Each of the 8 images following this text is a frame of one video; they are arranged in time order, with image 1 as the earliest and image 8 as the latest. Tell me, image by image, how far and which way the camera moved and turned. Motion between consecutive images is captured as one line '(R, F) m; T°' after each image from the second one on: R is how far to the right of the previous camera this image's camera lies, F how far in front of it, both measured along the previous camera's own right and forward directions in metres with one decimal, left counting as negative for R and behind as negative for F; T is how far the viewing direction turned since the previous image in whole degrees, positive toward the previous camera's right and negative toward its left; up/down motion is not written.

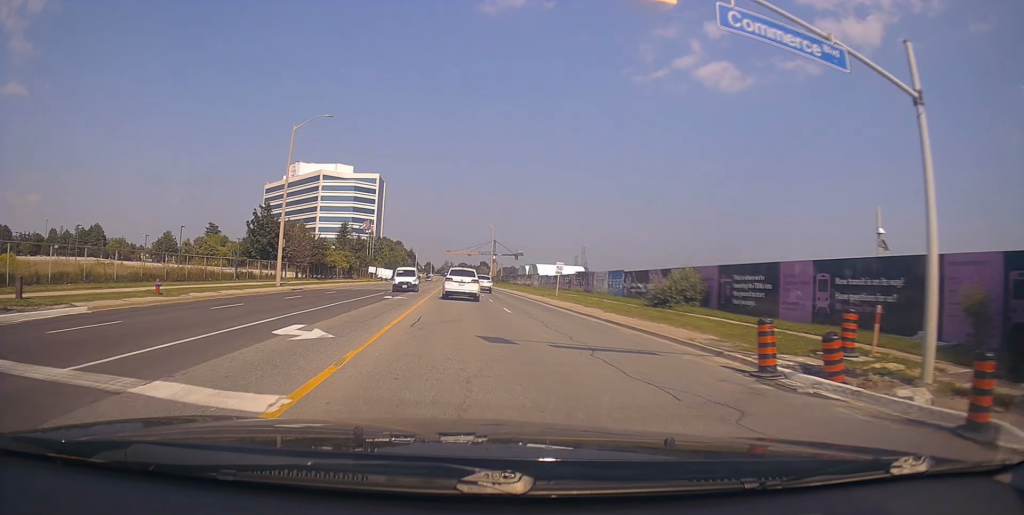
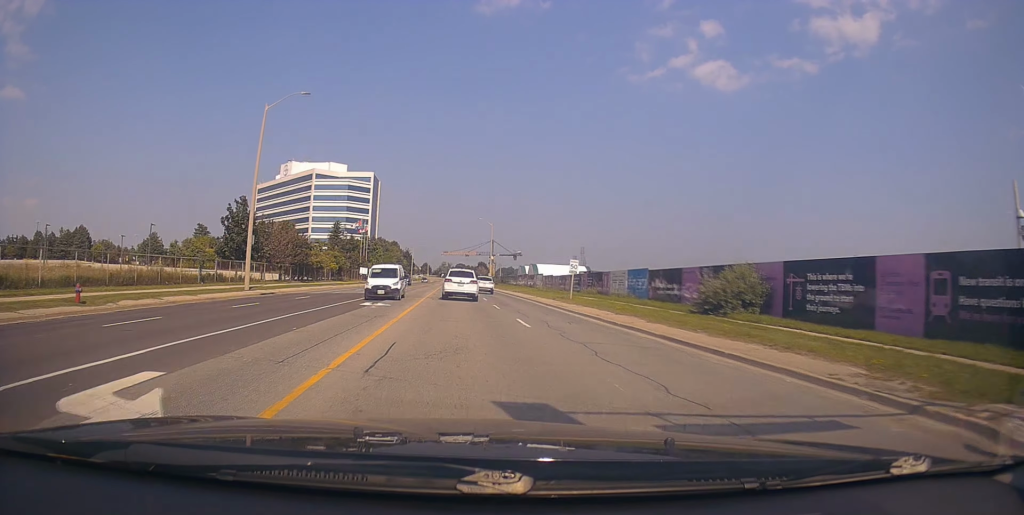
(-0.1, +6.5) m; +1°
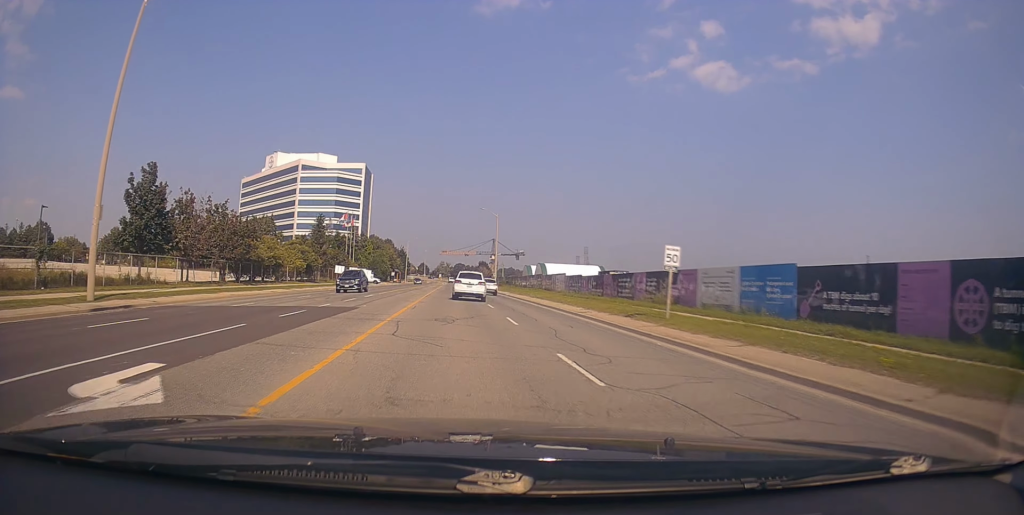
(+0.8, +18.2) m; +1°
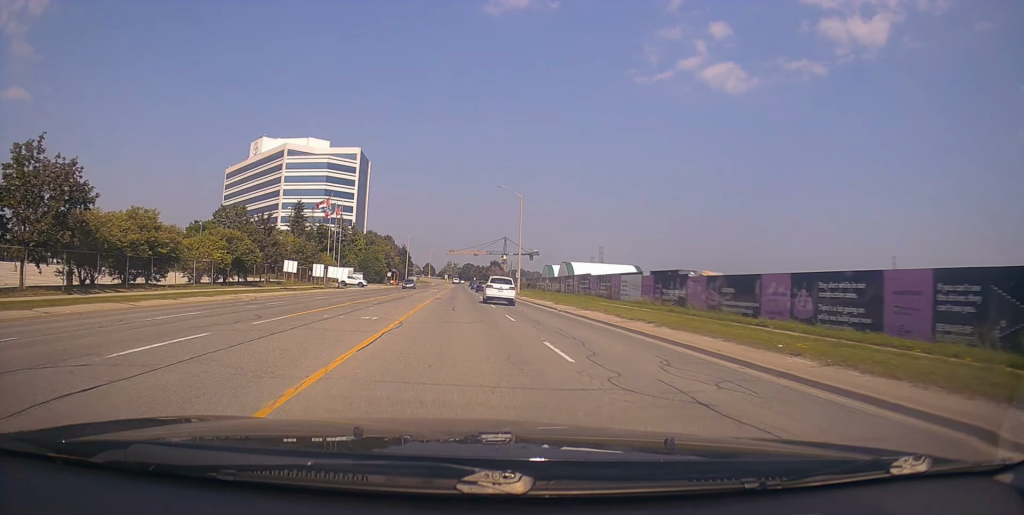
(-0.5, +25.0) m; -1°
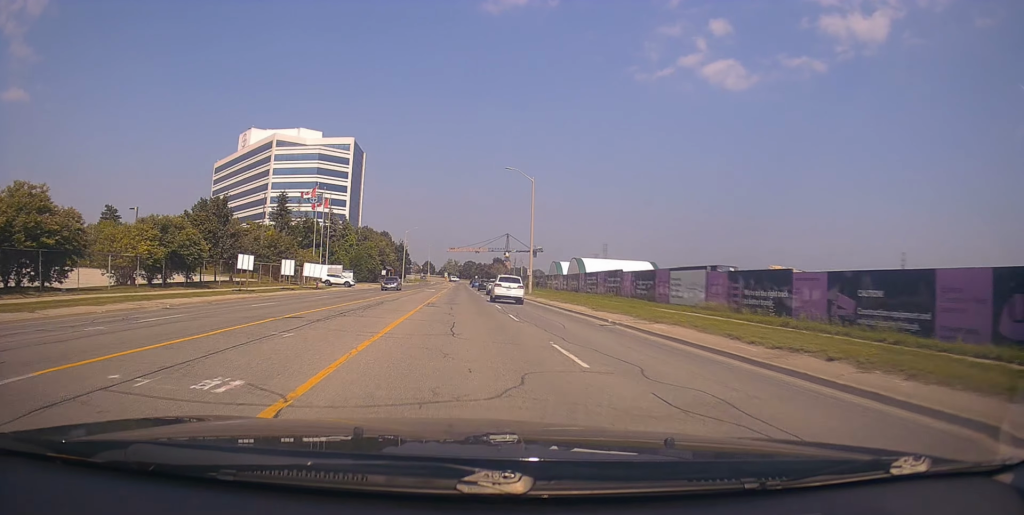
(+0.5, +10.7) m; -1°
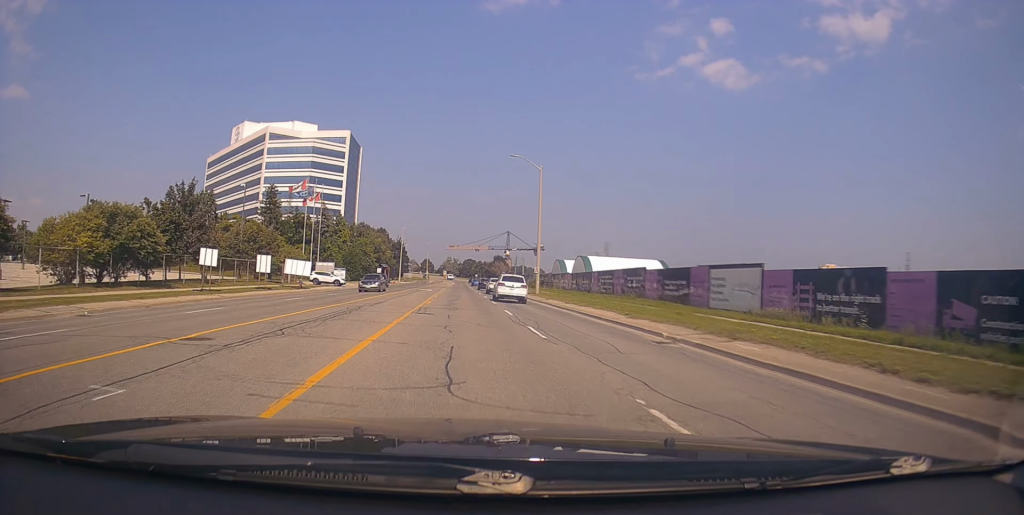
(-0.4, +6.0) m; 0°
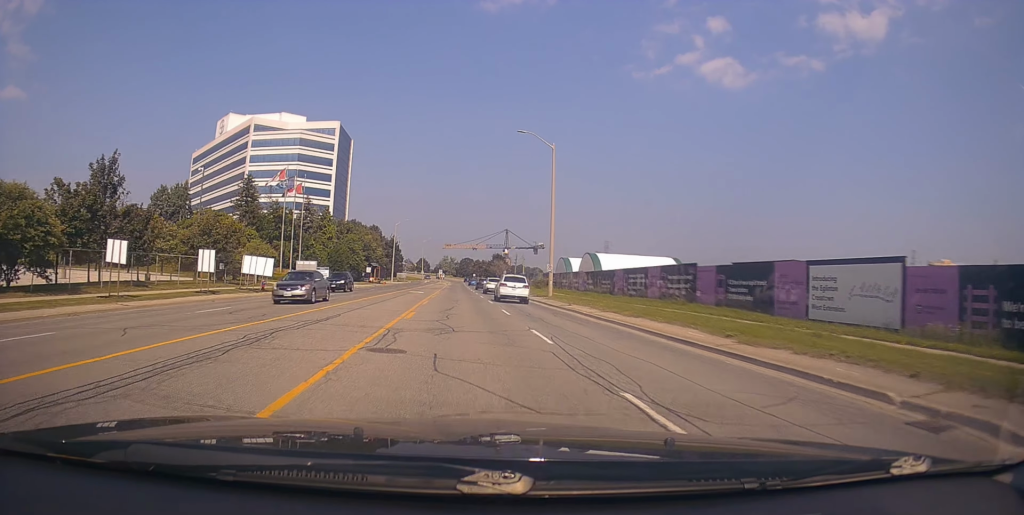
(-0.5, +9.5) m; 0°
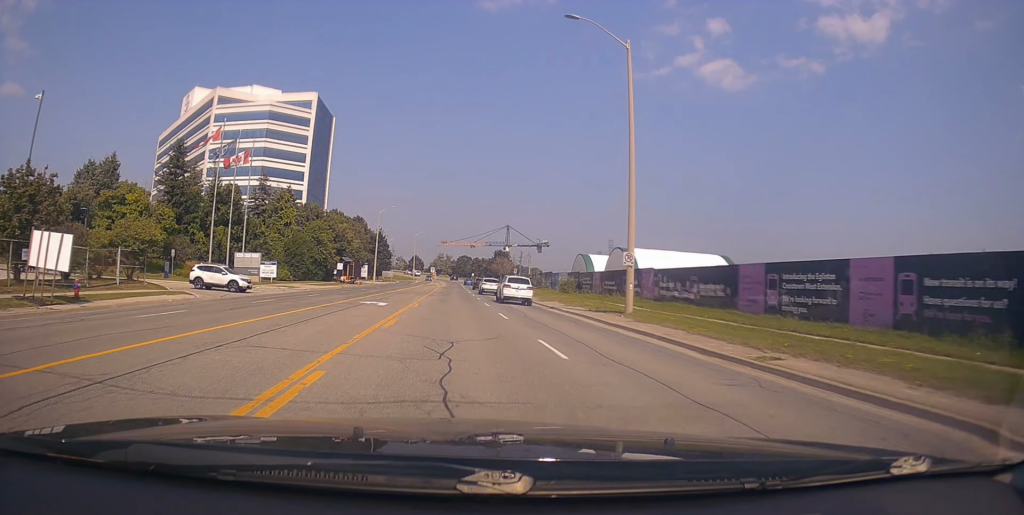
(+1.0, +22.8) m; +1°
